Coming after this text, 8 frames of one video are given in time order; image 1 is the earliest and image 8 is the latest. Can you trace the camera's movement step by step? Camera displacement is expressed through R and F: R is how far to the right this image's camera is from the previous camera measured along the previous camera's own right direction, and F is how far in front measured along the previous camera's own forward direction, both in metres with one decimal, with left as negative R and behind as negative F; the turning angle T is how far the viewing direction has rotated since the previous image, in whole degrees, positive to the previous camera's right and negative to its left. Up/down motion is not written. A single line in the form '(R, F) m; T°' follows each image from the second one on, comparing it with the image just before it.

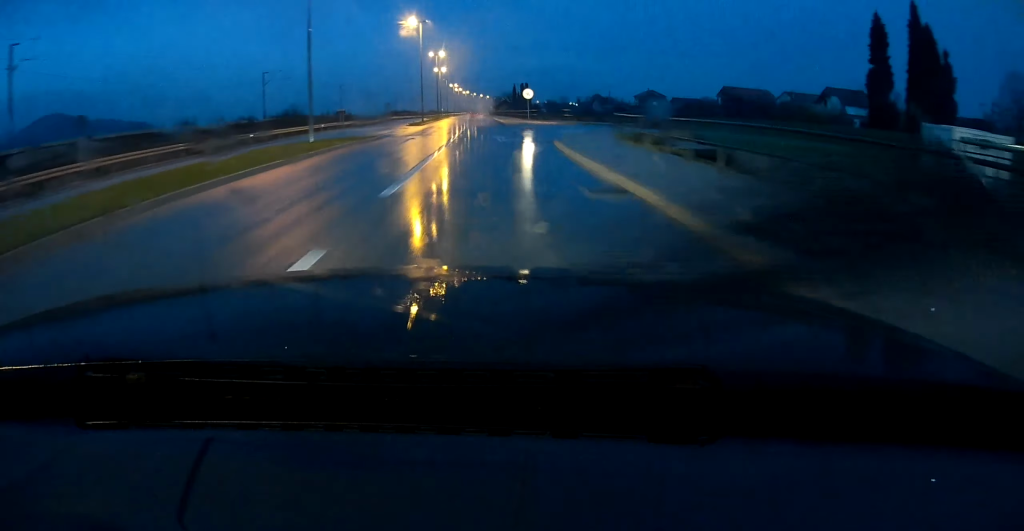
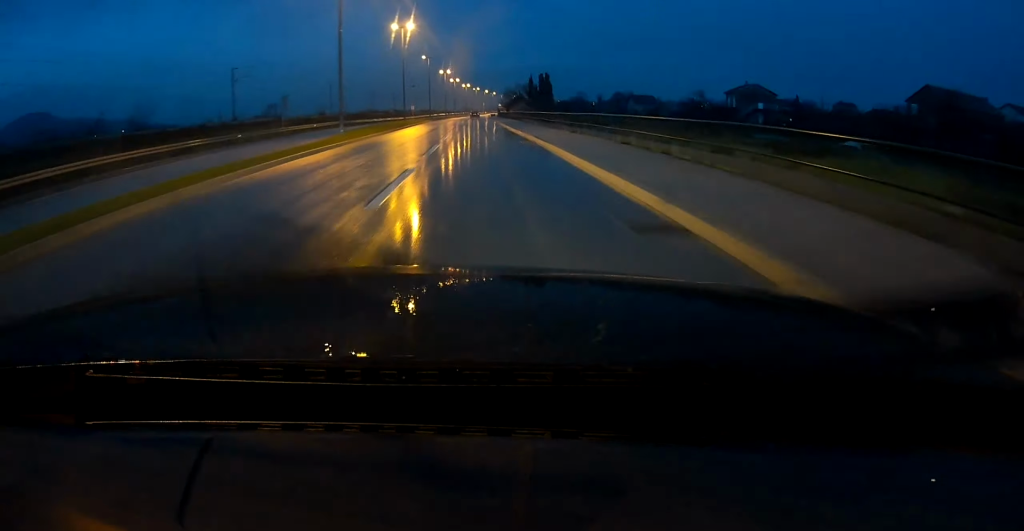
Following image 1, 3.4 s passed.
(-0.2, +73.8) m; -1°
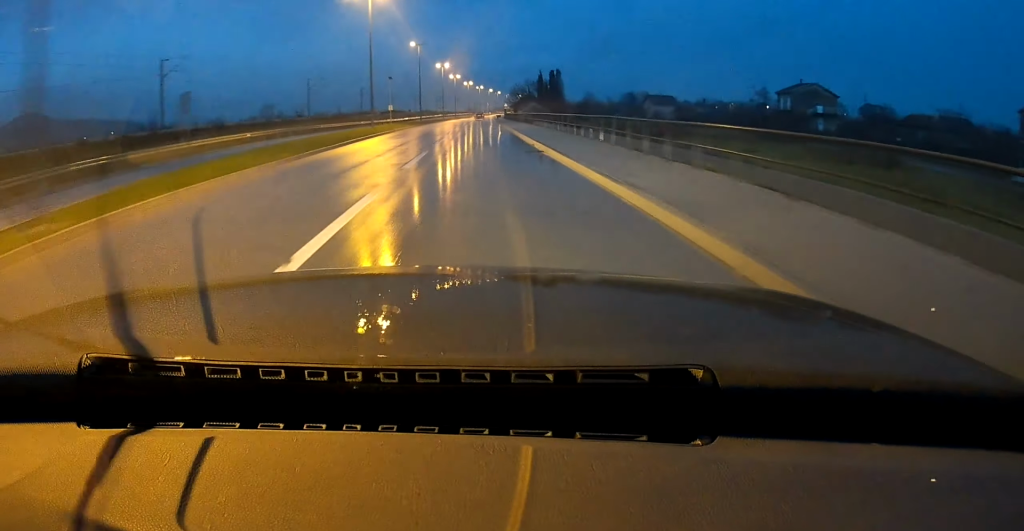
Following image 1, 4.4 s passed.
(-0.1, +21.7) m; 0°
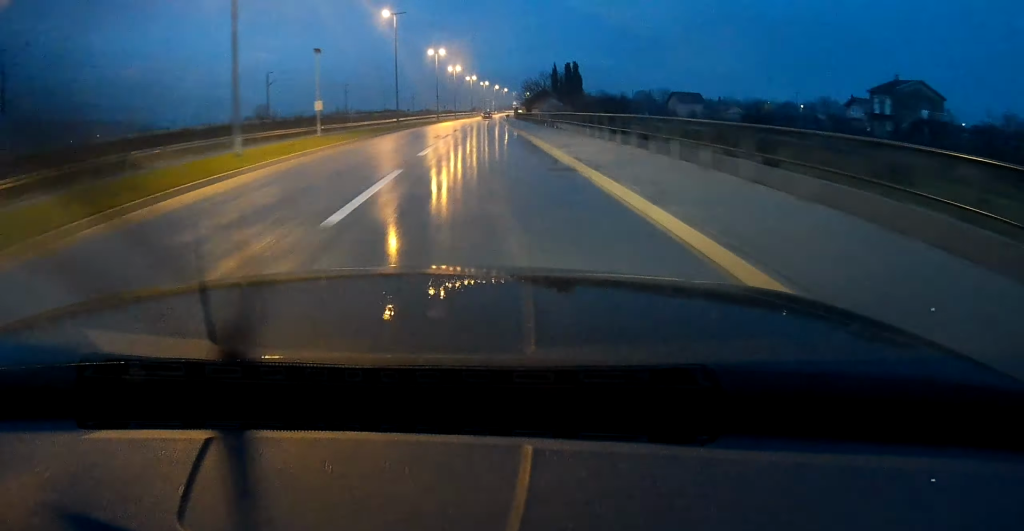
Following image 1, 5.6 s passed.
(0.0, +26.1) m; 0°
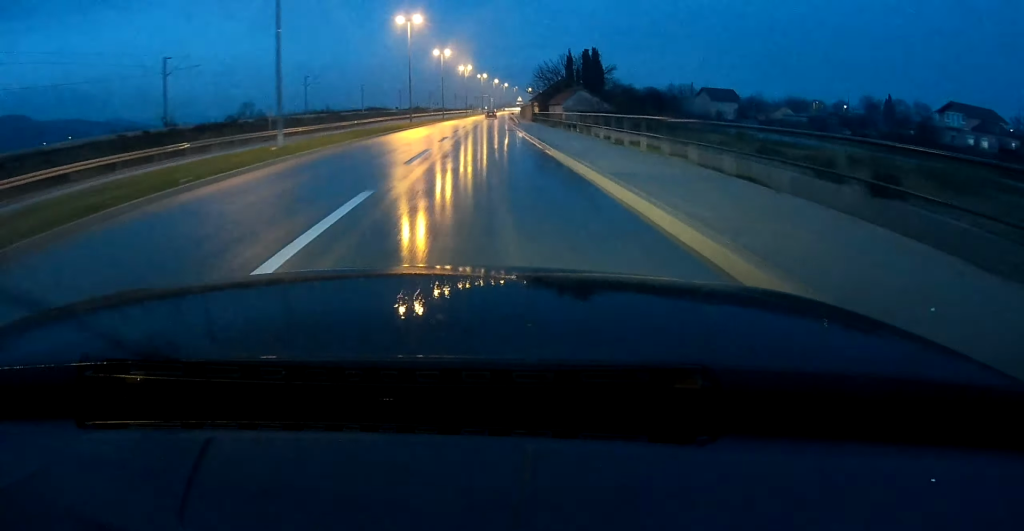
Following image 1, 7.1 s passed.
(+0.1, +32.7) m; 0°
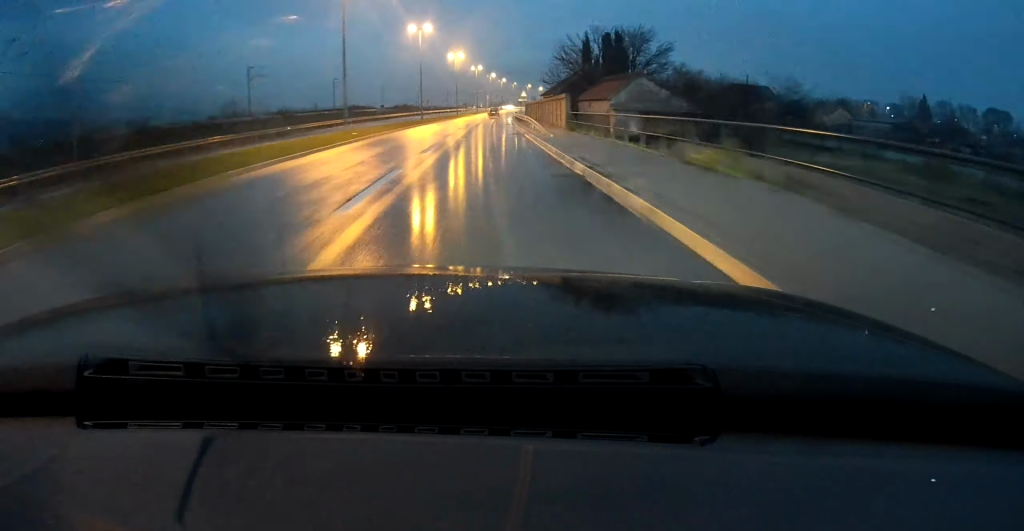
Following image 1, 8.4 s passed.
(0.0, +27.6) m; 0°
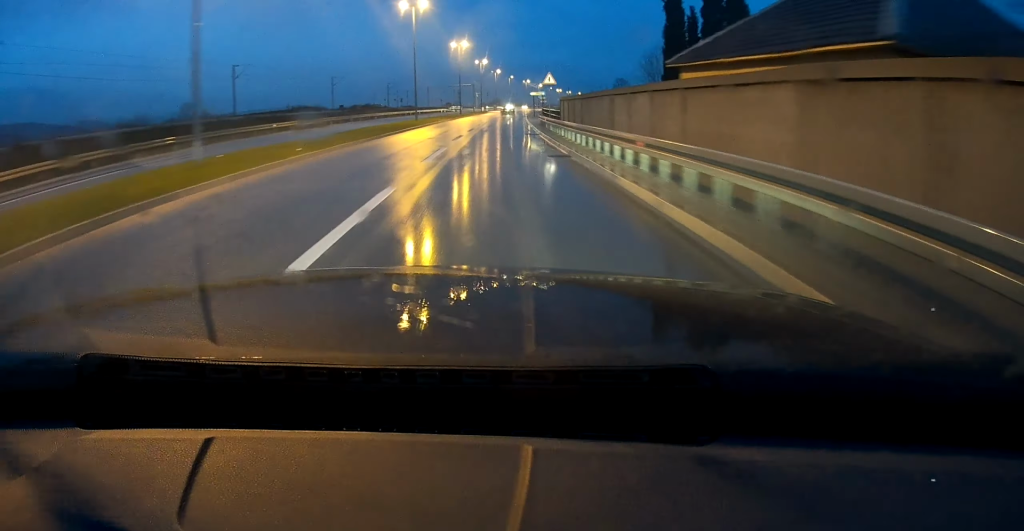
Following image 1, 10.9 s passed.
(+0.3, +54.9) m; +1°
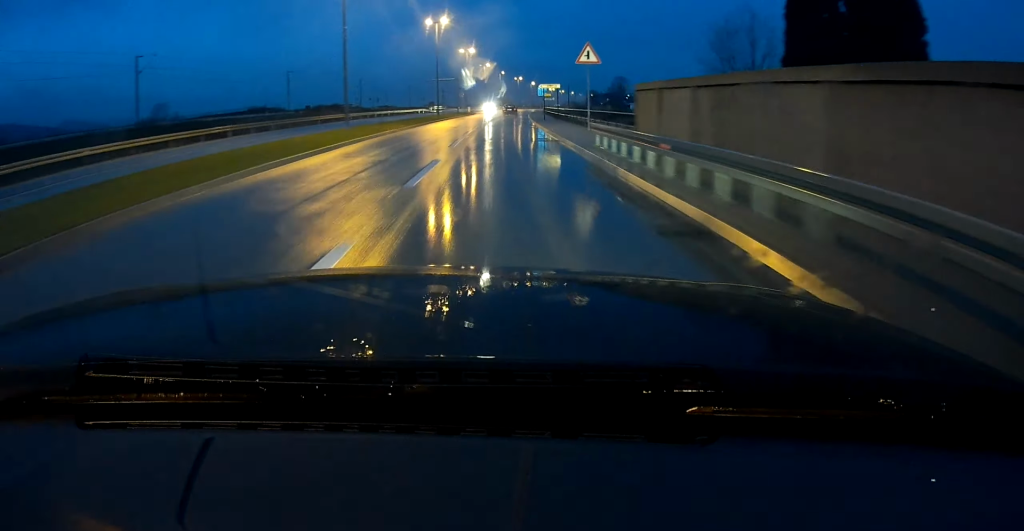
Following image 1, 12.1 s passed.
(+0.3, +25.0) m; +1°
